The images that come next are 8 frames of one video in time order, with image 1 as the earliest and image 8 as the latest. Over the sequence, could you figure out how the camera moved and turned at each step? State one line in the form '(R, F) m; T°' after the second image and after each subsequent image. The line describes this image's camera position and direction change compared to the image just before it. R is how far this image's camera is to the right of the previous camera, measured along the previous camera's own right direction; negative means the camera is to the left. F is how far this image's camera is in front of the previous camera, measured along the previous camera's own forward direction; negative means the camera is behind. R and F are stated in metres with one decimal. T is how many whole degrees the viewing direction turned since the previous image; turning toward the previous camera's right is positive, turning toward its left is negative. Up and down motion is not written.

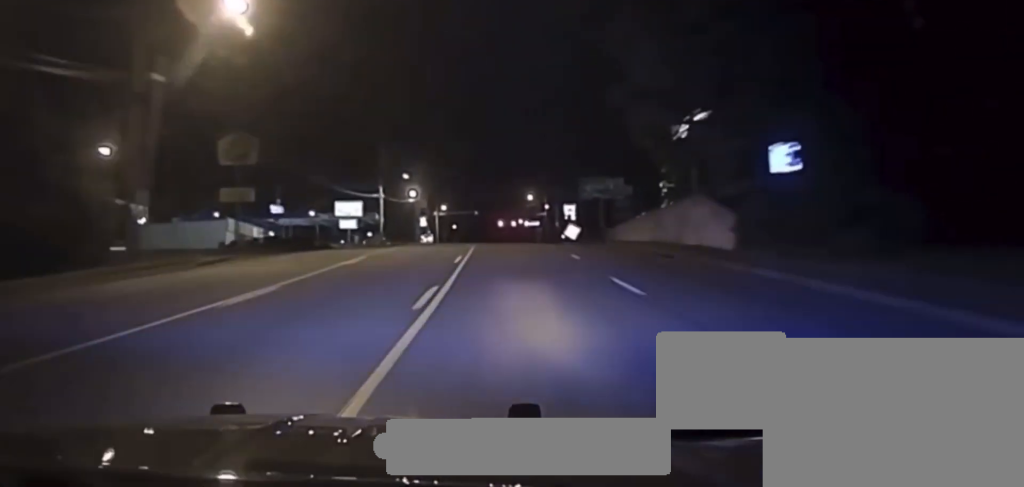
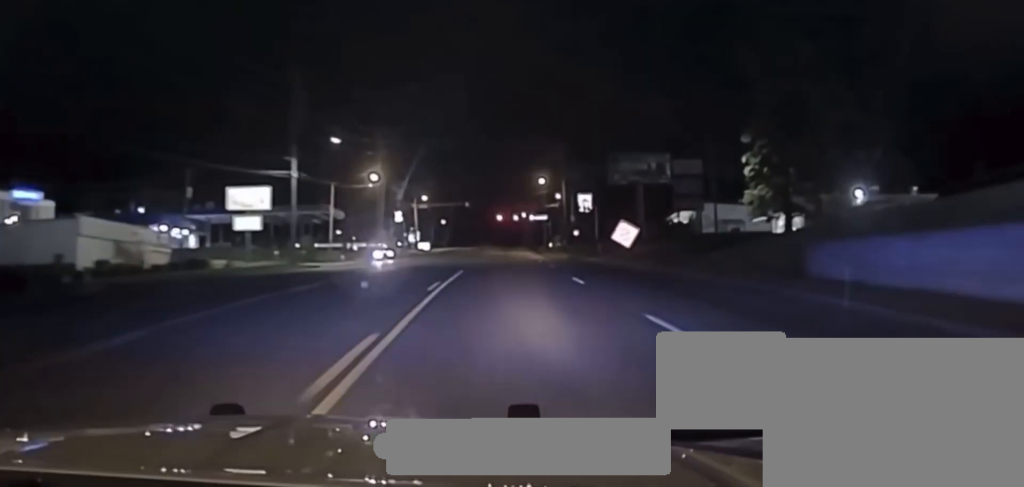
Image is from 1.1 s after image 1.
(0.0, +41.8) m; 0°
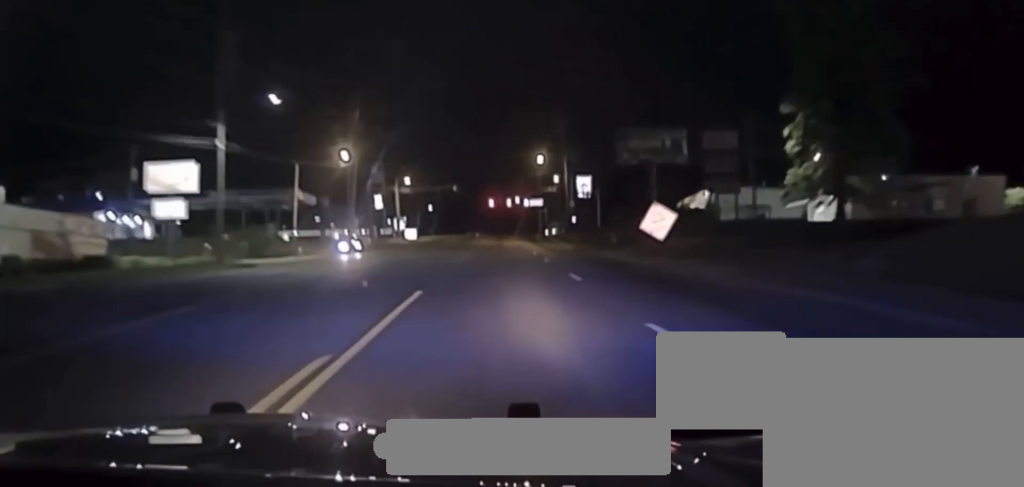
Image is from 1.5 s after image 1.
(-0.1, +16.4) m; 0°
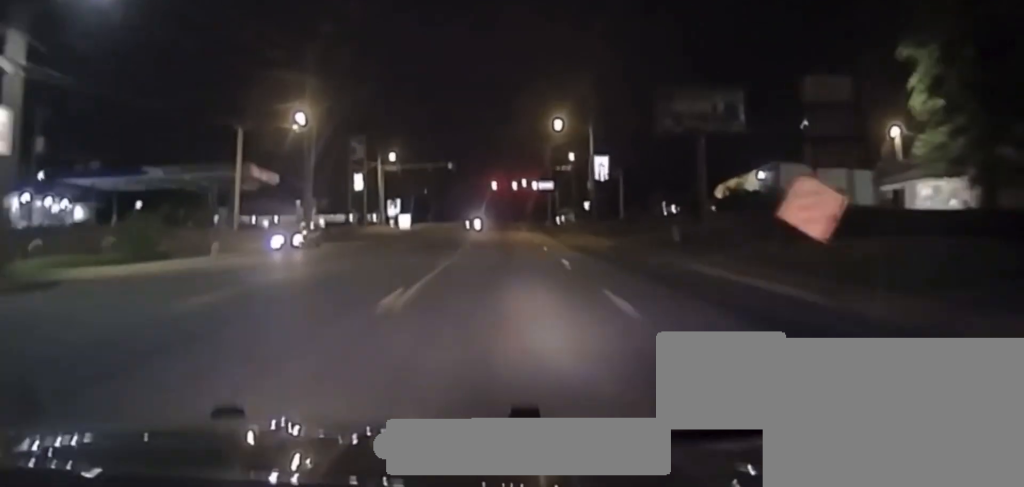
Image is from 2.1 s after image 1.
(0.0, +22.7) m; 0°
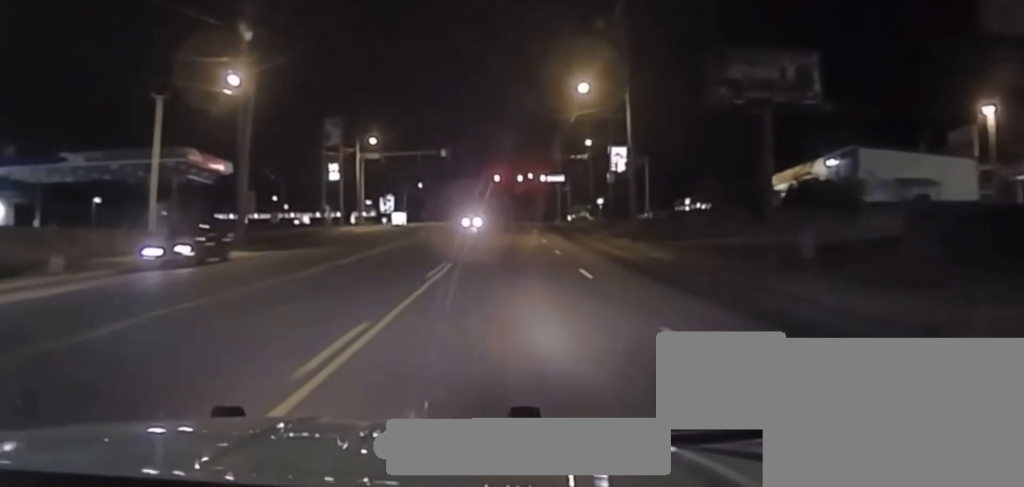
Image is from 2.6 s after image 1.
(0.0, +20.9) m; 0°
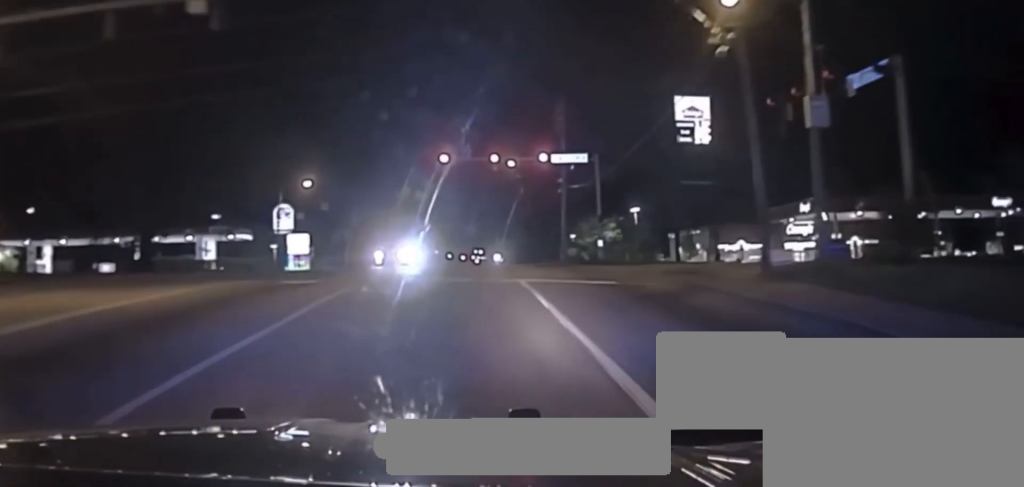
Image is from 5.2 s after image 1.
(+0.6, +71.1) m; +2°
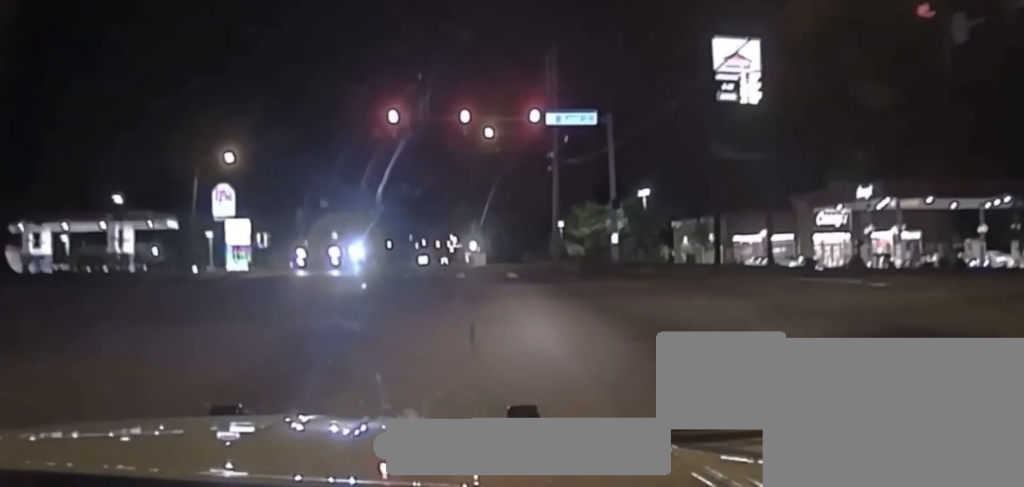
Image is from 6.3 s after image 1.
(+0.2, +13.5) m; +2°
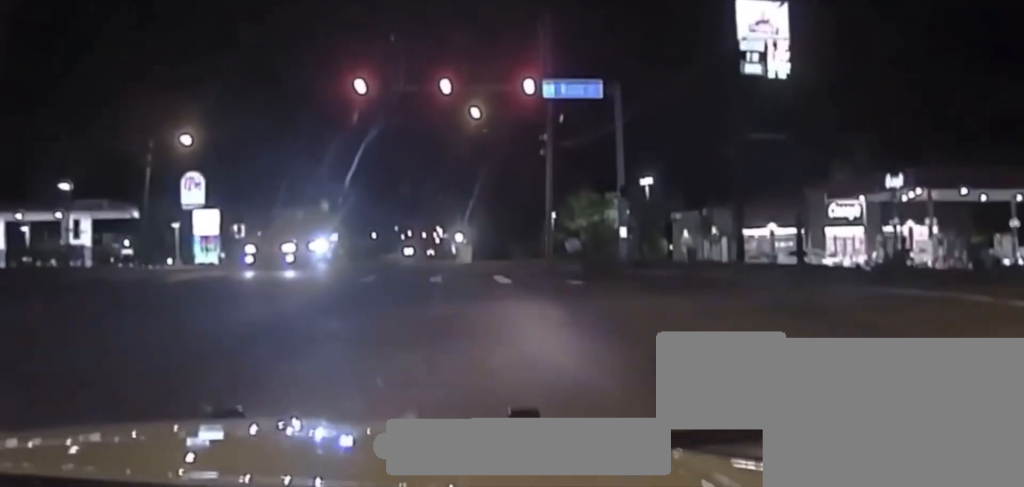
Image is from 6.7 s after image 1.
(0.0, +4.6) m; +1°
